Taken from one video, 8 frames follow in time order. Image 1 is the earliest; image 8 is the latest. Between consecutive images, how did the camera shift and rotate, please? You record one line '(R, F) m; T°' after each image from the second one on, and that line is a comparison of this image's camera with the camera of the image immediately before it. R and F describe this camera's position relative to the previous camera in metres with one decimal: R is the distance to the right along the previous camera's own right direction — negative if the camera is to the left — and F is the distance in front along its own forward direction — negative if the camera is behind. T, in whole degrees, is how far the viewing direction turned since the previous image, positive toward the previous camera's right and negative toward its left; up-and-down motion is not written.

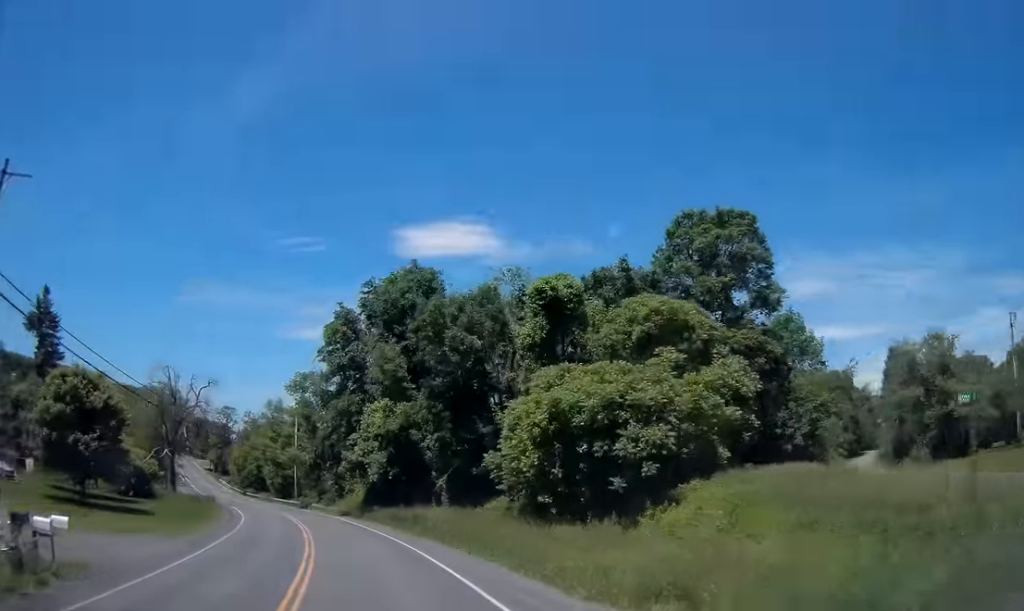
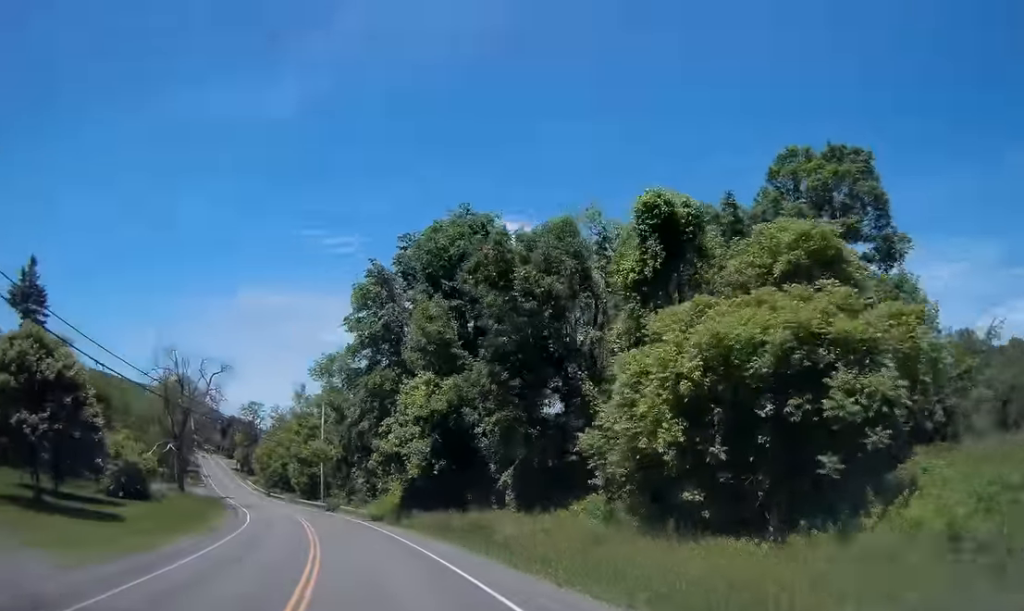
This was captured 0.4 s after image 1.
(0.0, +9.1) m; 0°
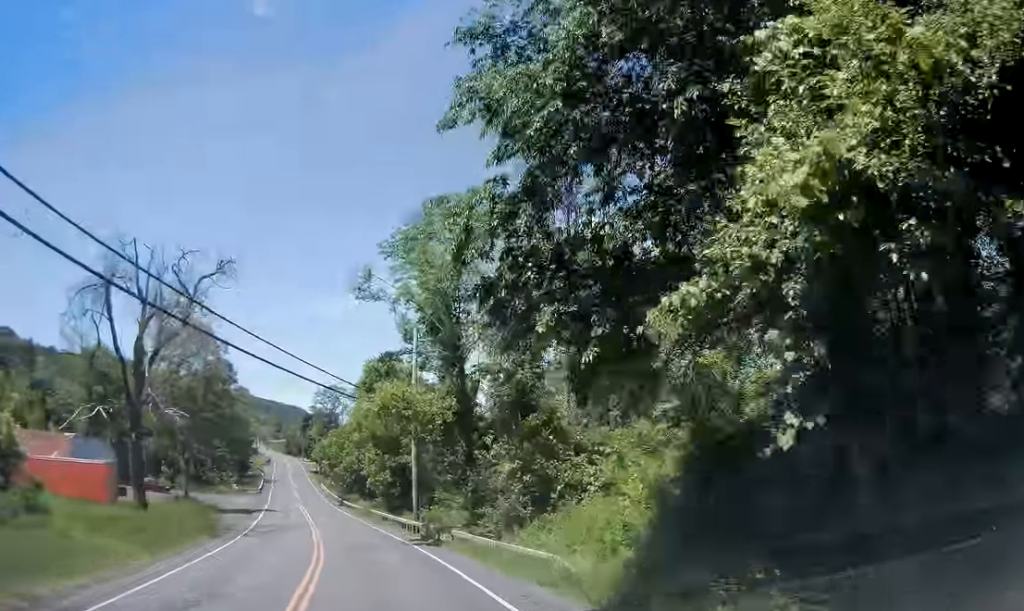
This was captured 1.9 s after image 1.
(0.0, +30.4) m; 0°
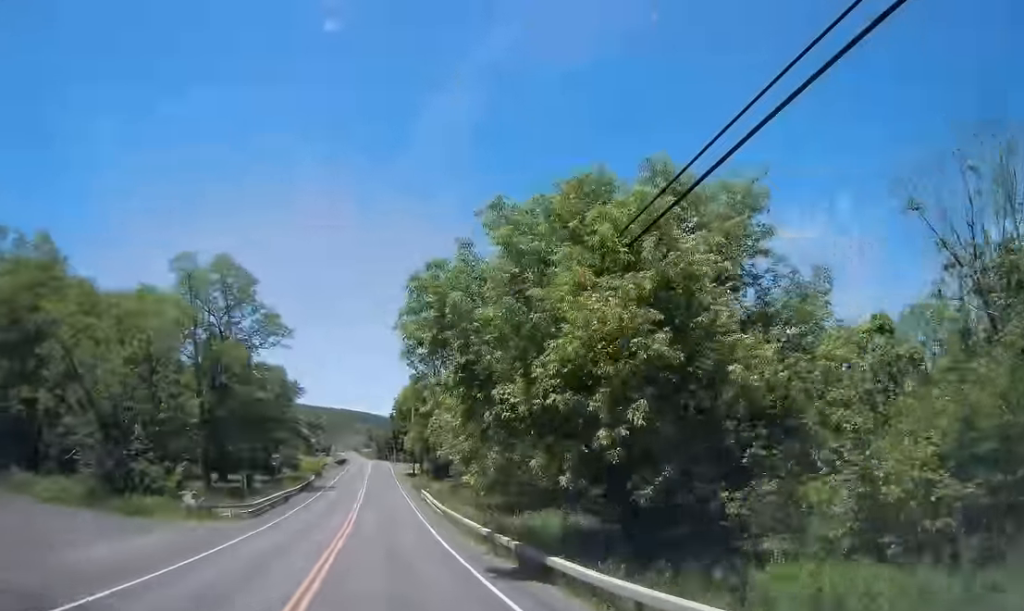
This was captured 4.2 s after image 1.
(0.0, +49.9) m; 0°
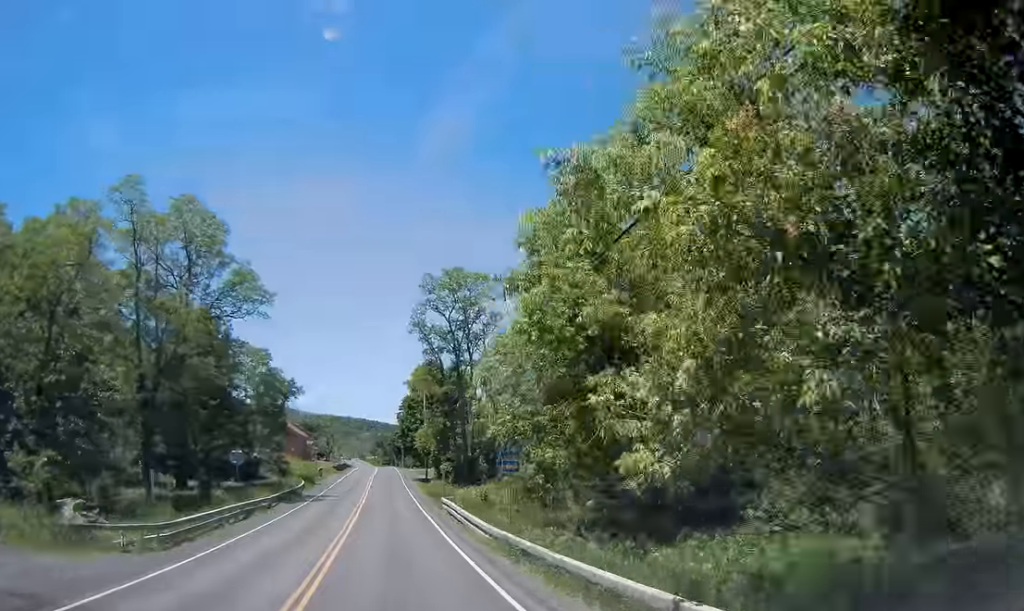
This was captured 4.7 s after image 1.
(0.0, +12.9) m; 0°
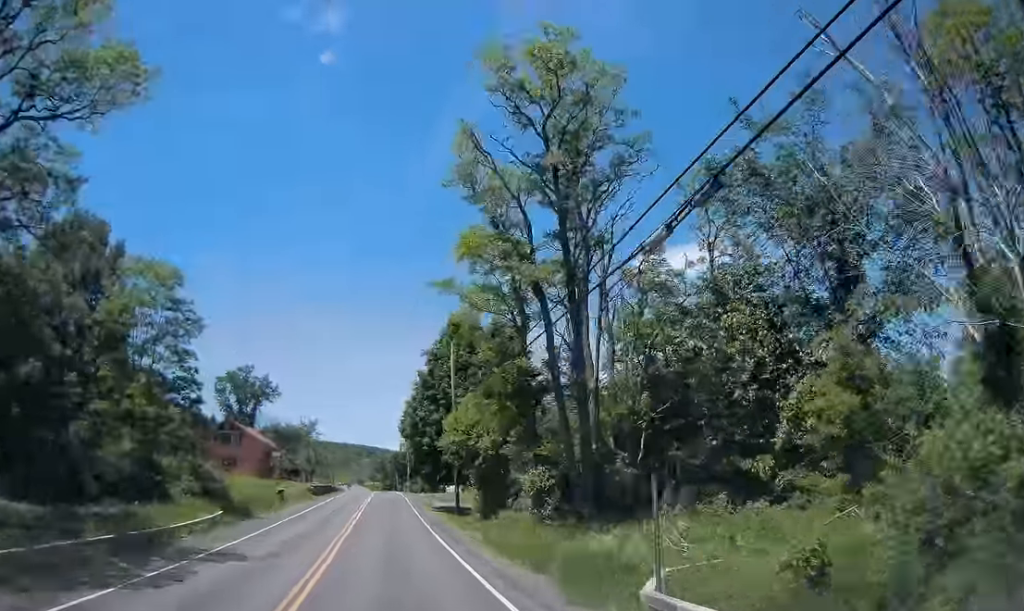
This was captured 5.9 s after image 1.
(0.0, +28.5) m; 0°
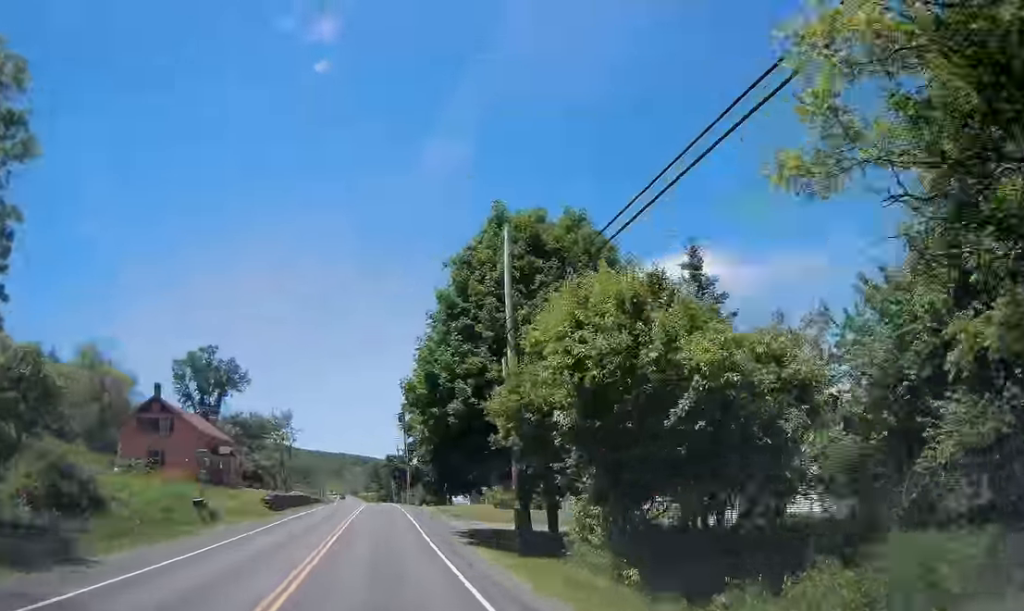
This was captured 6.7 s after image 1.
(0.0, +19.3) m; 0°
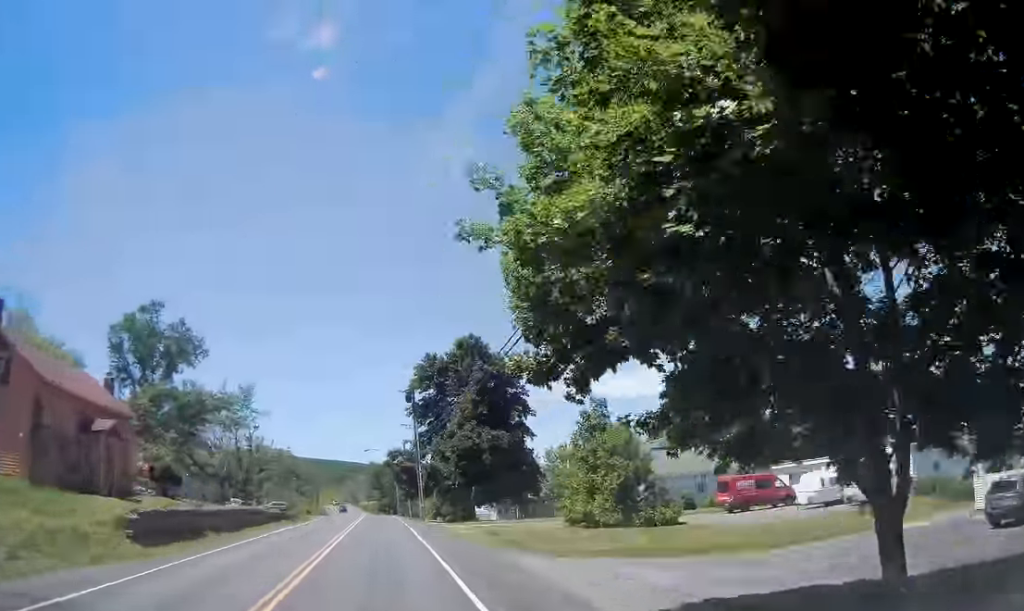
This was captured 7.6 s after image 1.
(+0.1, +21.6) m; -7°
